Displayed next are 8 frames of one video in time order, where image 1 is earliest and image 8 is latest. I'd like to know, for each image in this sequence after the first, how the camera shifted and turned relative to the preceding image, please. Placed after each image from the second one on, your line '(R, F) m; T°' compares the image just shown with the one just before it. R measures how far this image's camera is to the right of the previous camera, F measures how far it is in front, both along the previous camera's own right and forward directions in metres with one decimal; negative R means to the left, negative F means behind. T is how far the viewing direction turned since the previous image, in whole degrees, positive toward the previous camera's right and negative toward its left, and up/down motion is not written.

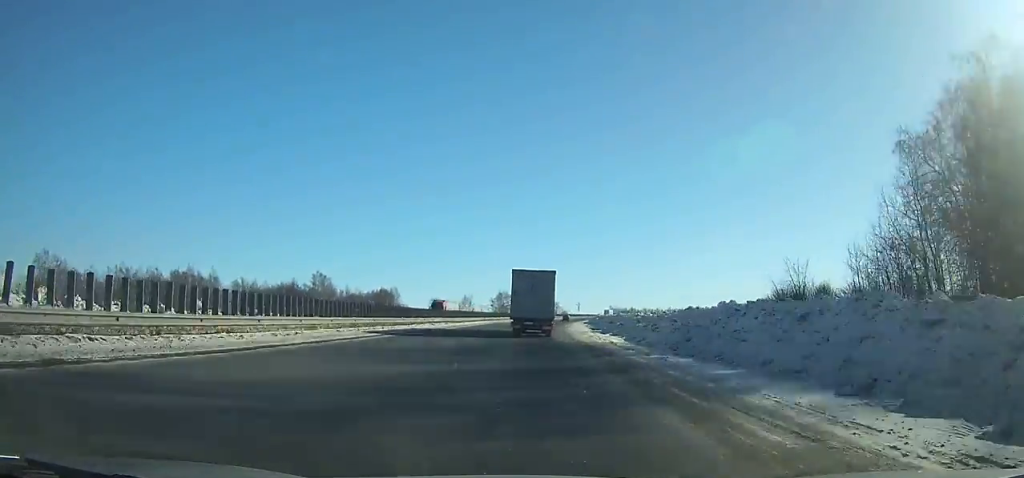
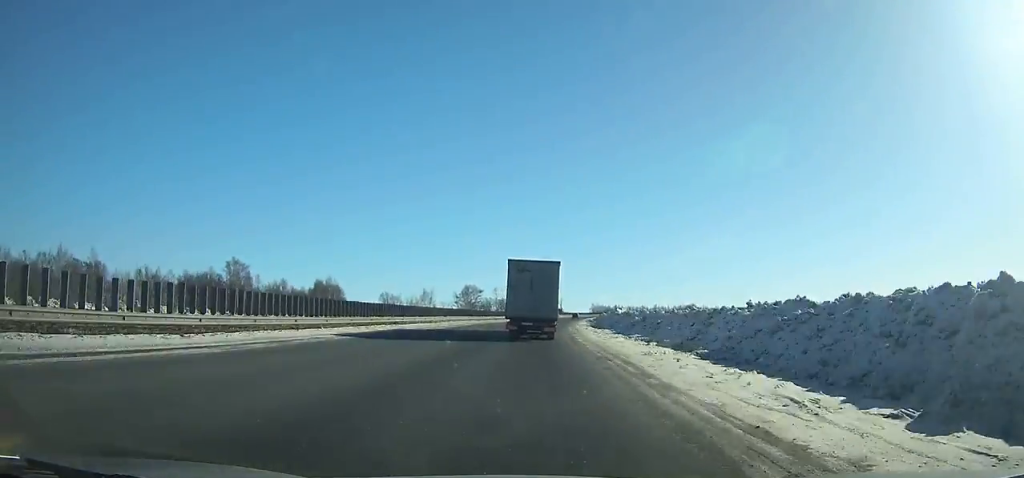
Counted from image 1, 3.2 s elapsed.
(+0.6, +55.8) m; +1°
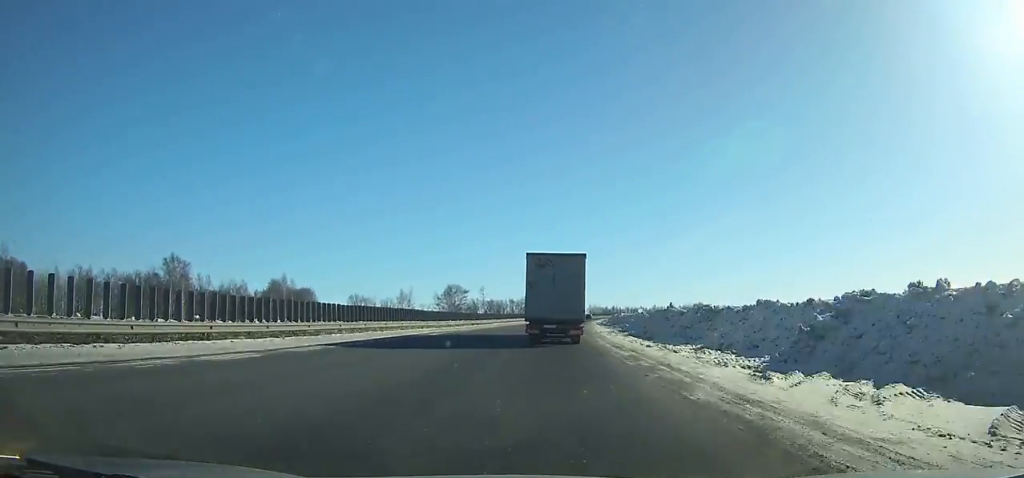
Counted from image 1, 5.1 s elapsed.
(+0.3, +32.9) m; +1°
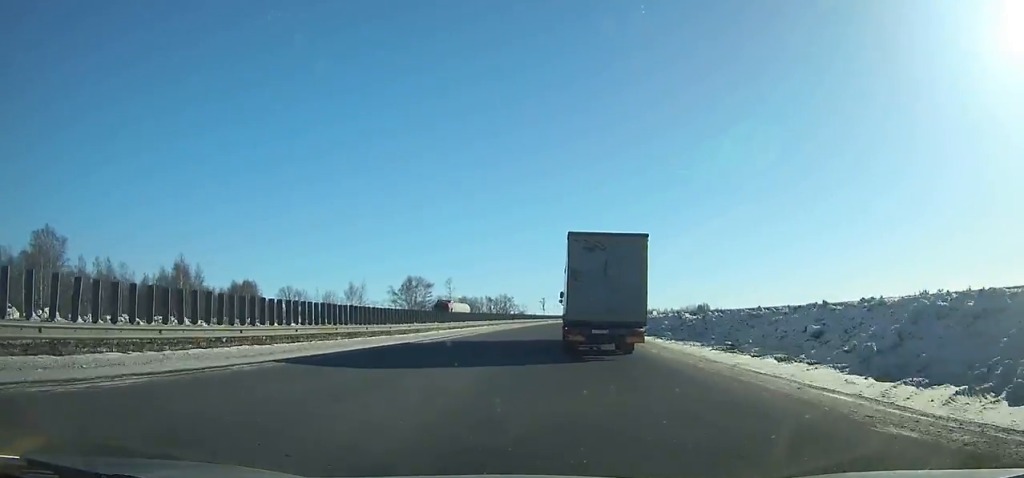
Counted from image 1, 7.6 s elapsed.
(+0.2, +43.6) m; +2°
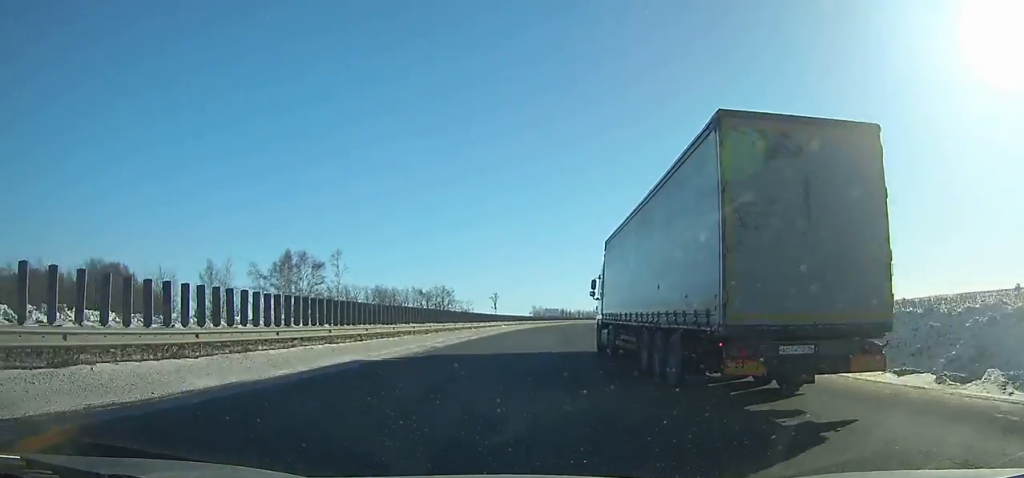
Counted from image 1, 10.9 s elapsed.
(+1.8, +59.2) m; +4°
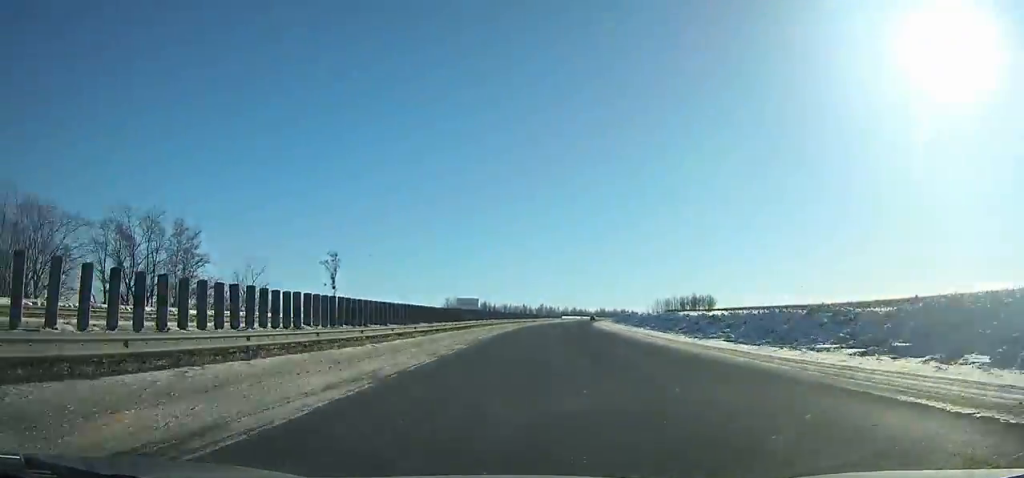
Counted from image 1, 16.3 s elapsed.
(+7.1, +101.4) m; +9°
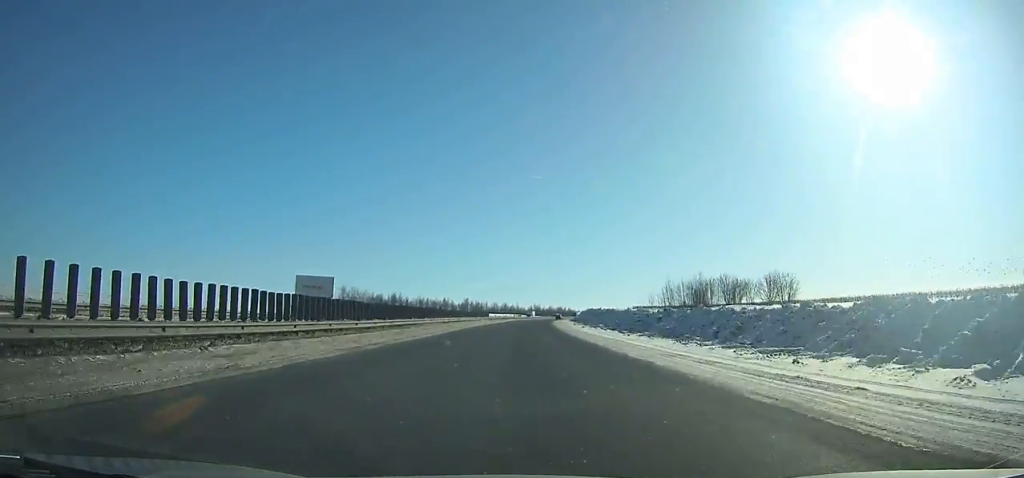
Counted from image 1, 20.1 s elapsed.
(+4.7, +74.7) m; +6°
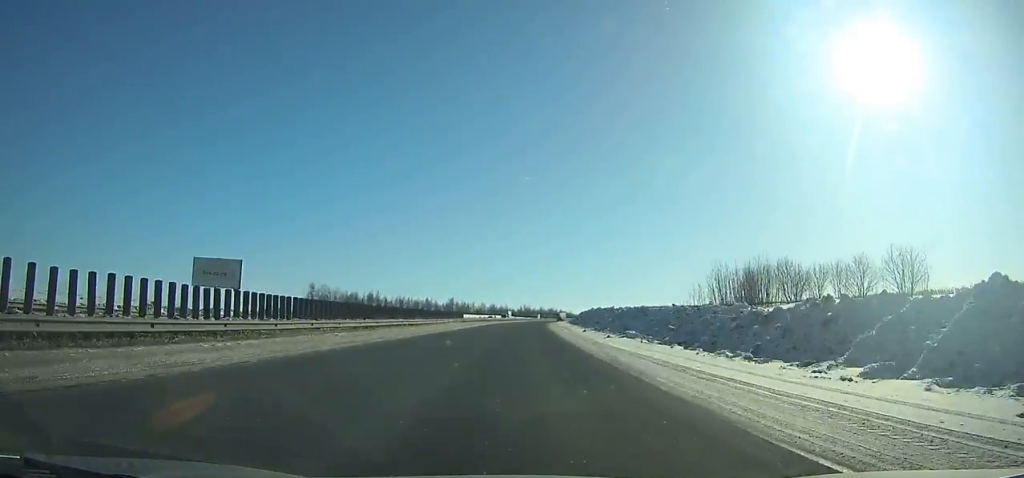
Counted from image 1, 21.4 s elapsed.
(+0.6, +26.1) m; +1°
